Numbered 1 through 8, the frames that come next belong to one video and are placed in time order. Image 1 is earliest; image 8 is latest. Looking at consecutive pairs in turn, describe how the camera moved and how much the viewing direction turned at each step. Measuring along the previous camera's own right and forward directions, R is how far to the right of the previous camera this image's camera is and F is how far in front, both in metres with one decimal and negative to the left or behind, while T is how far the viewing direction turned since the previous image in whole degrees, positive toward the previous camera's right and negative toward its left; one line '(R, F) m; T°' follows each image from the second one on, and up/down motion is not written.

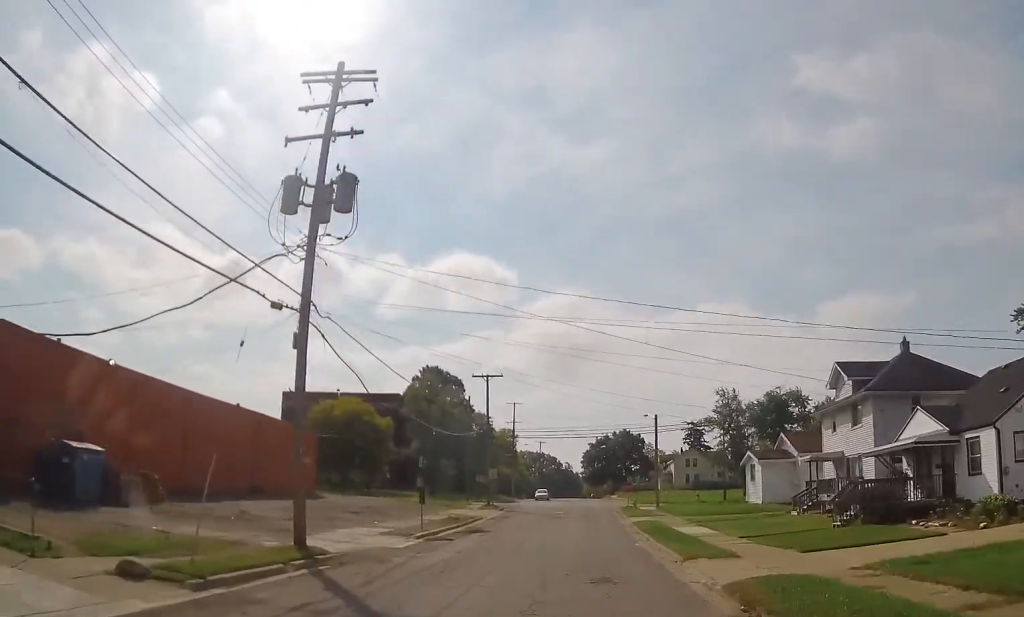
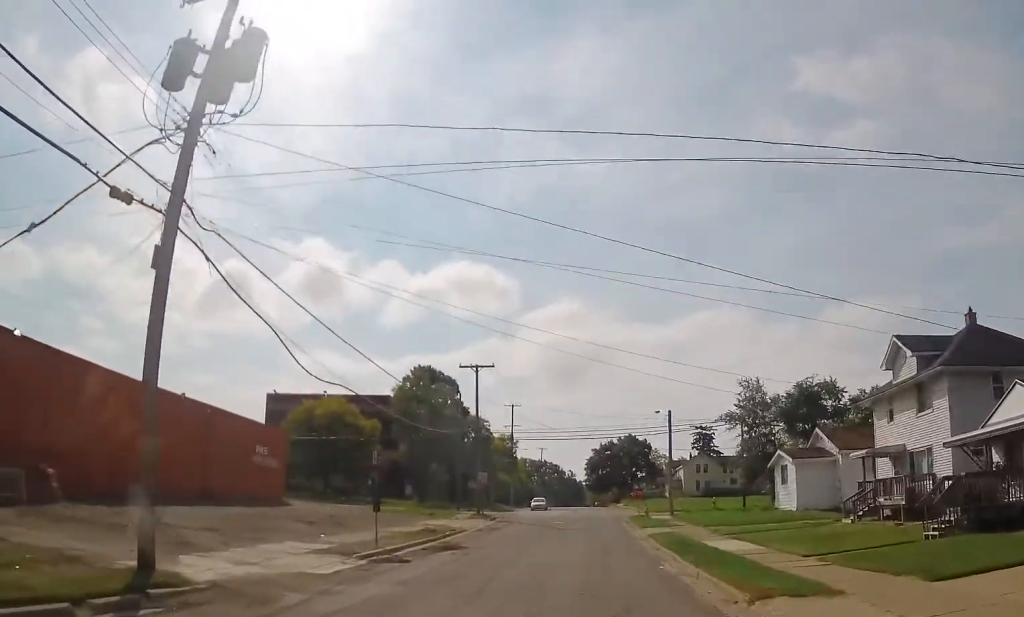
(+0.3, +7.4) m; 0°
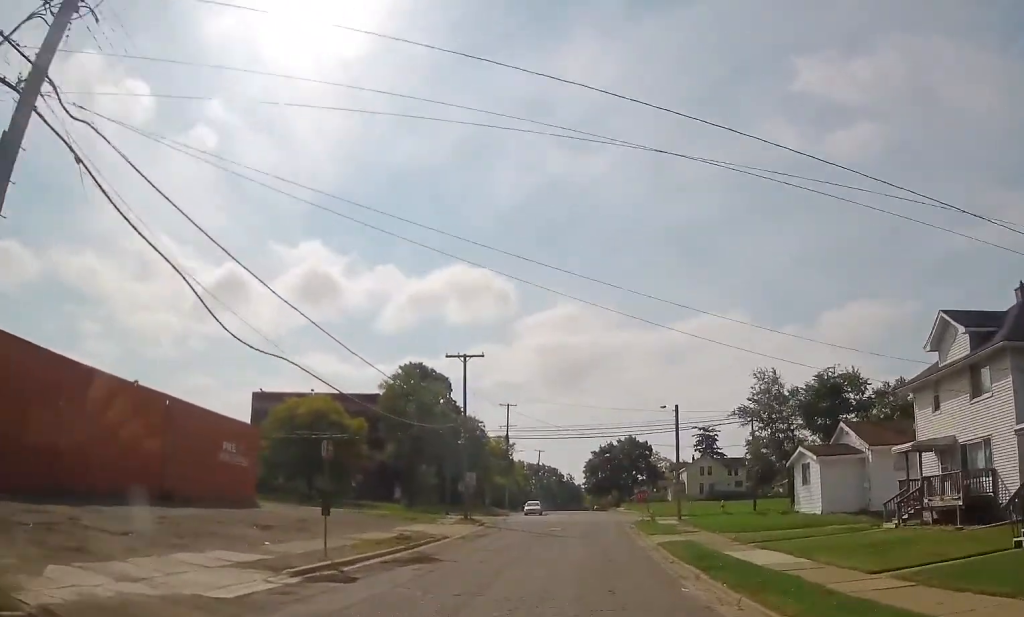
(-0.1, +4.7) m; 0°
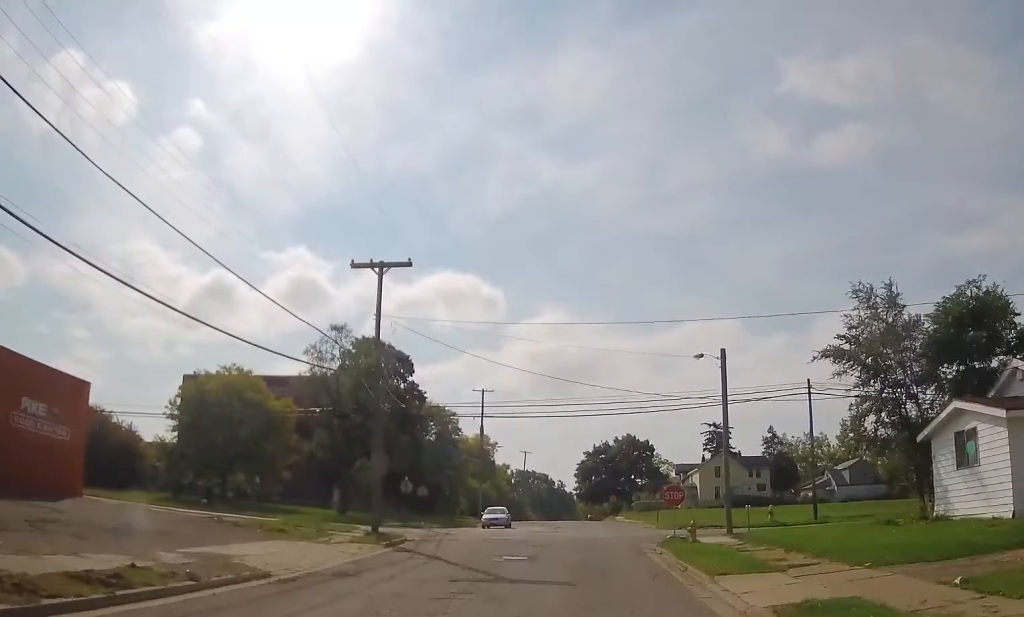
(+0.1, +18.2) m; 0°
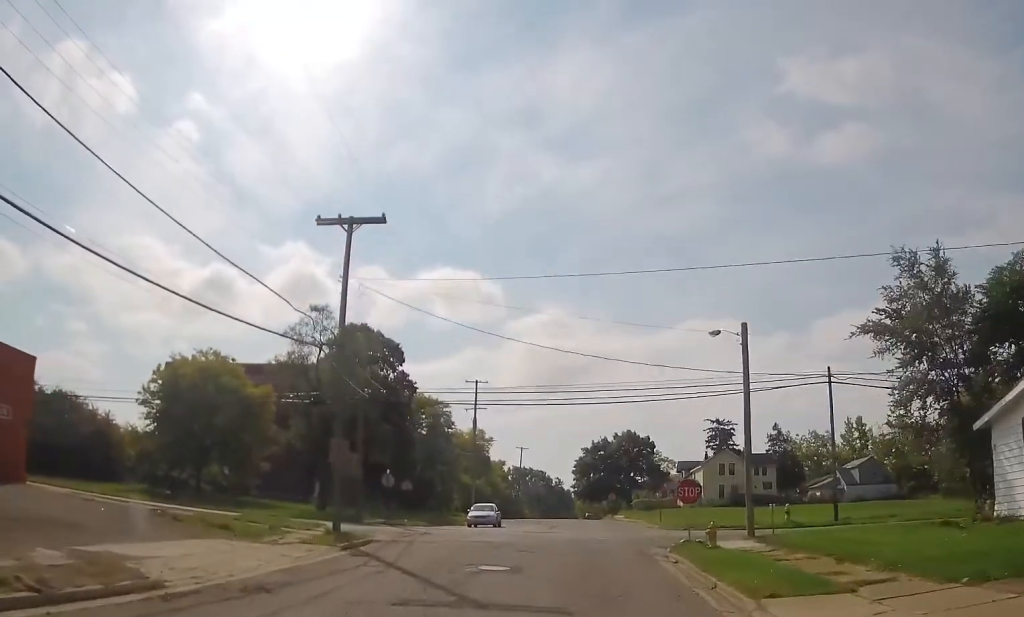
(-0.2, +4.0) m; 0°
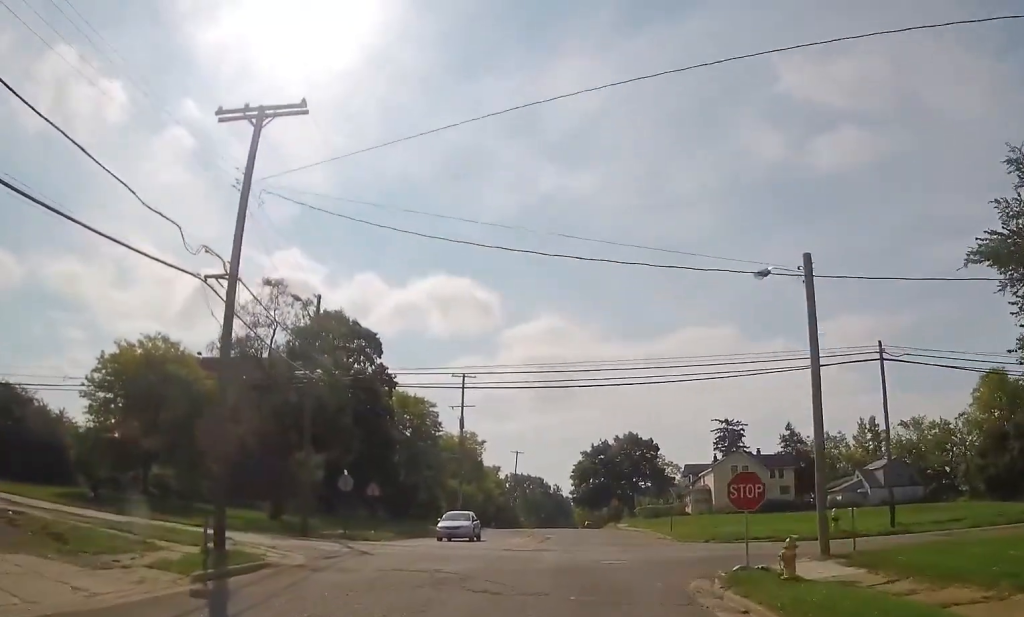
(0.0, +7.5) m; +3°
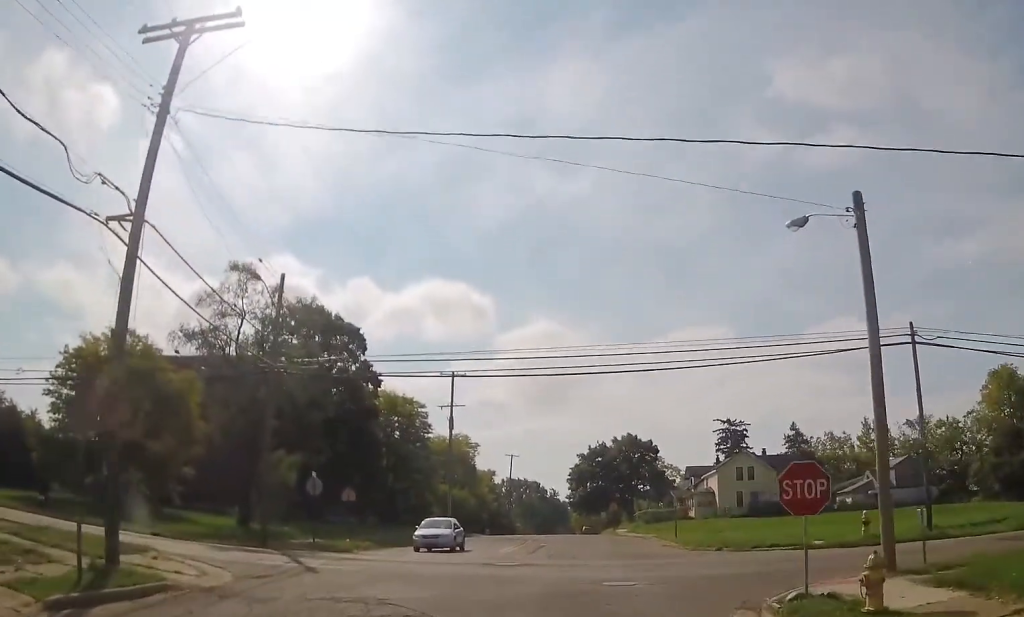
(0.0, +4.2) m; +3°
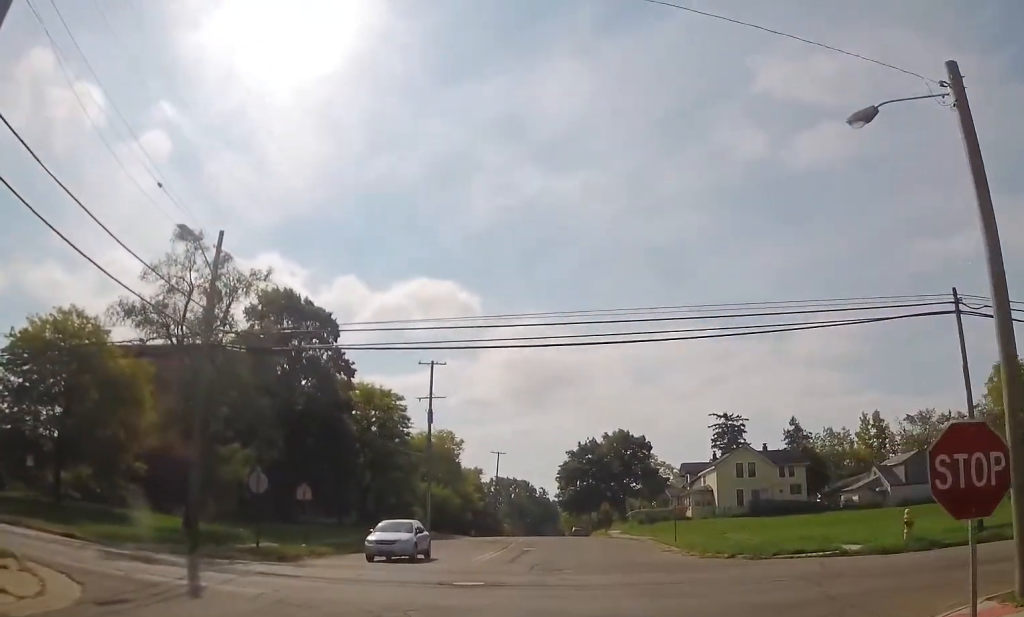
(+0.3, +5.8) m; +1°
